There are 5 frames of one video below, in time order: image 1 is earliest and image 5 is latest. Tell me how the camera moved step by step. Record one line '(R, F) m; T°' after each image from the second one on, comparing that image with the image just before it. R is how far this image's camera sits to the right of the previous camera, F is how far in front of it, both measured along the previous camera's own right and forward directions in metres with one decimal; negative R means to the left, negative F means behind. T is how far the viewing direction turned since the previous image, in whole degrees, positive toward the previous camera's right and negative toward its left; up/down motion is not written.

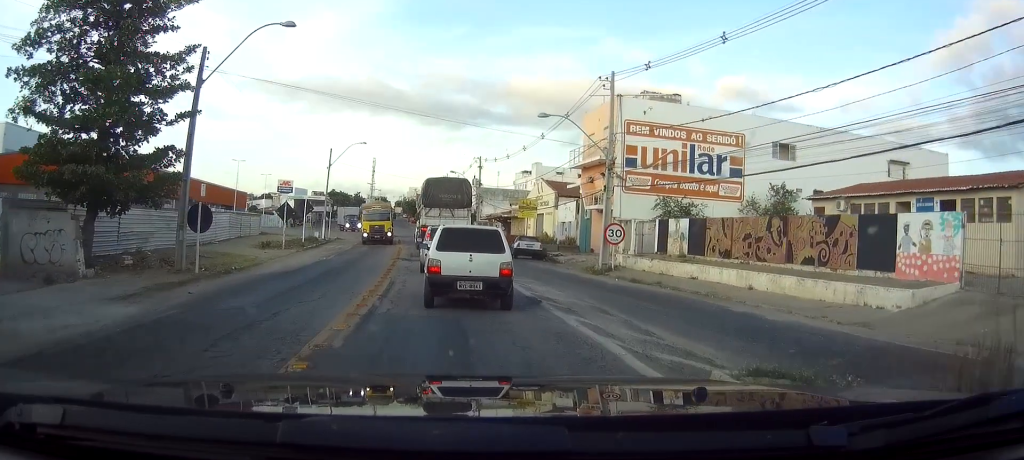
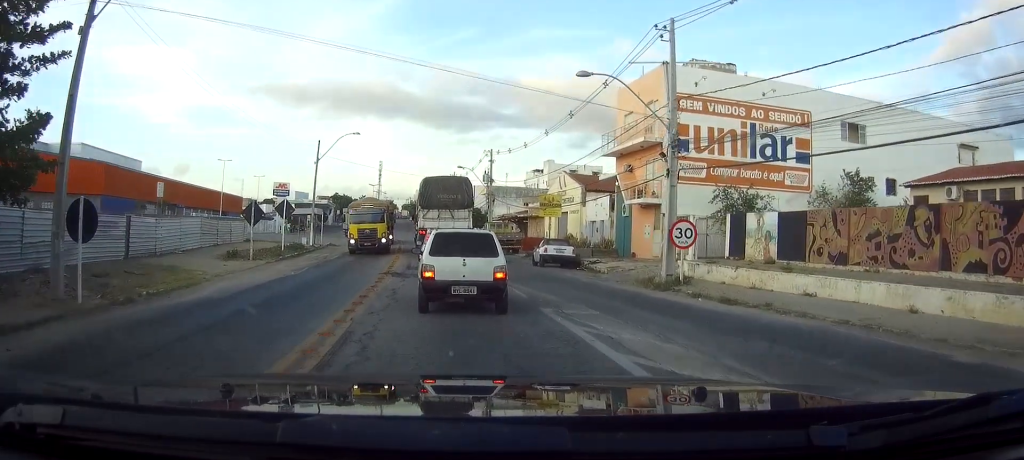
(0.0, +8.3) m; +1°
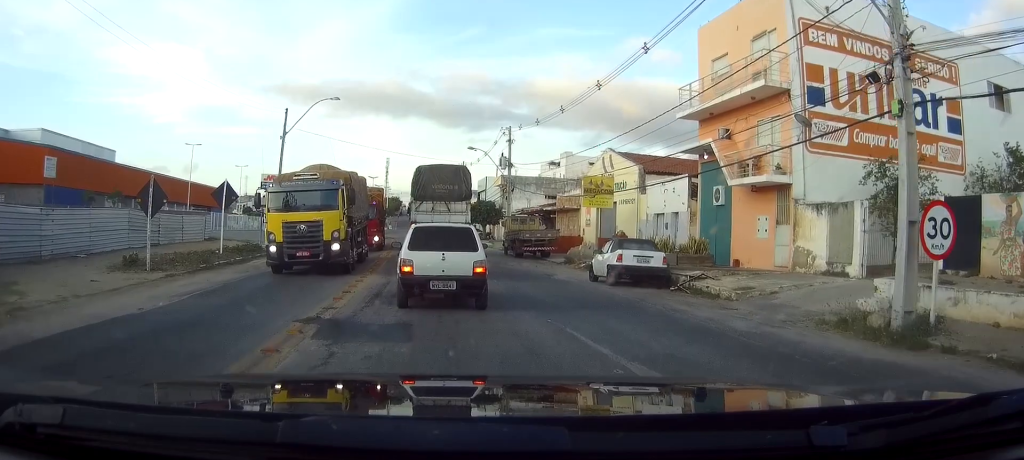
(-0.4, +13.2) m; -5°
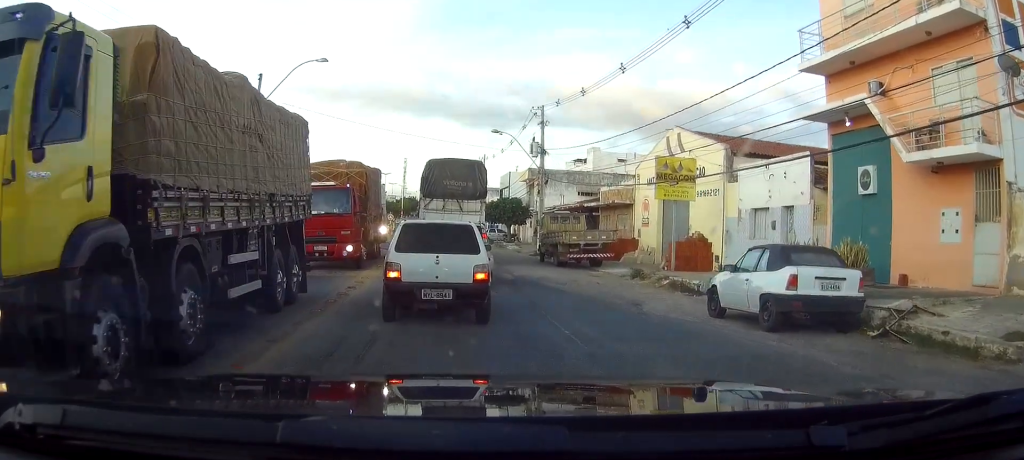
(-0.2, +9.8) m; -1°
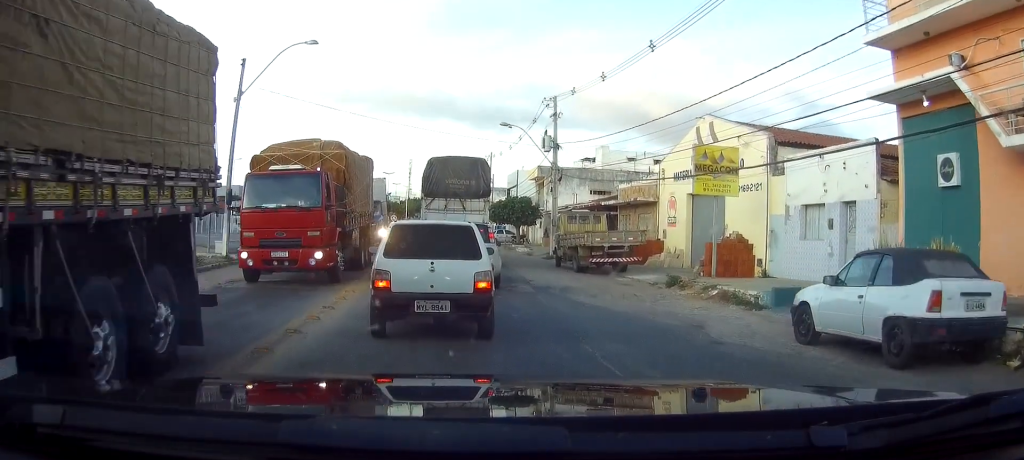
(+0.1, +3.4) m; +2°
